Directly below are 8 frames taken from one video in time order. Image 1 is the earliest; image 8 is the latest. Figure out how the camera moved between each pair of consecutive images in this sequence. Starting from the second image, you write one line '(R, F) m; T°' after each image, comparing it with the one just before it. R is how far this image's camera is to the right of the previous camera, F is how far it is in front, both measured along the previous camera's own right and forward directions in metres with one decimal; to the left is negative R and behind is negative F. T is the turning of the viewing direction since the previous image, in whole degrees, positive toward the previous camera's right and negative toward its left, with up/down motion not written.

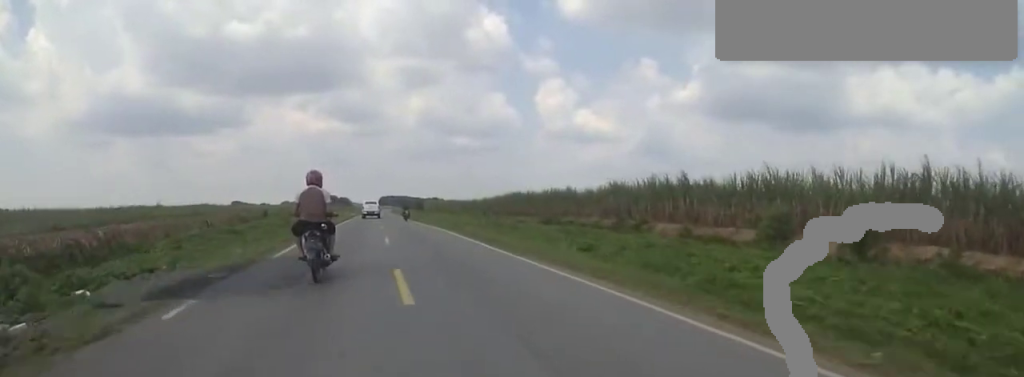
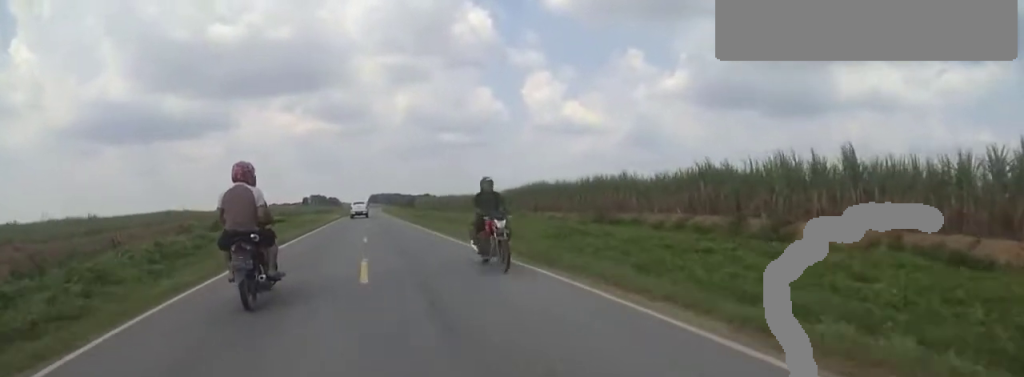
(+0.9, +15.4) m; +3°
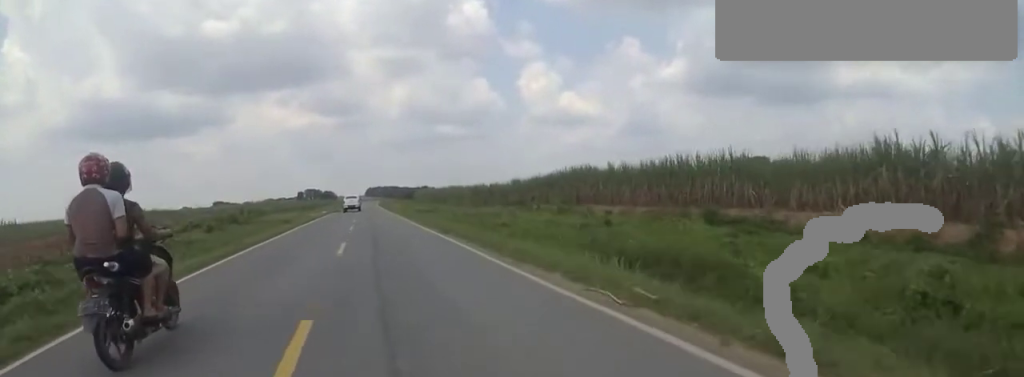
(0.0, +14.1) m; 0°
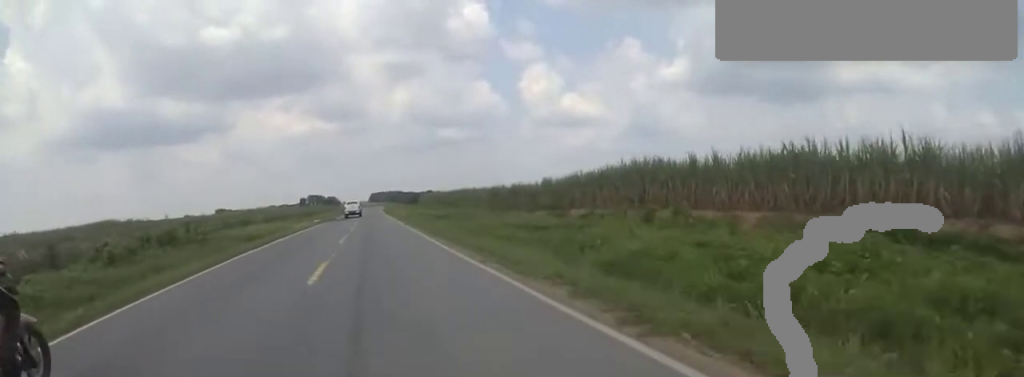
(0.0, +11.7) m; -1°
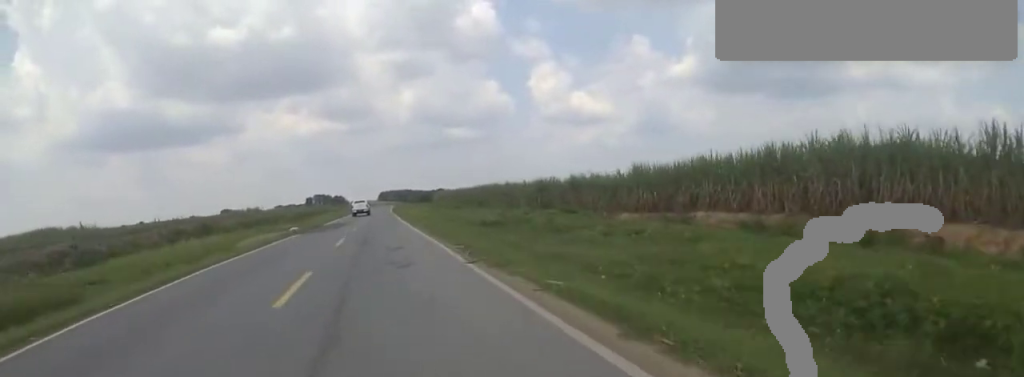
(-0.4, +18.7) m; -2°
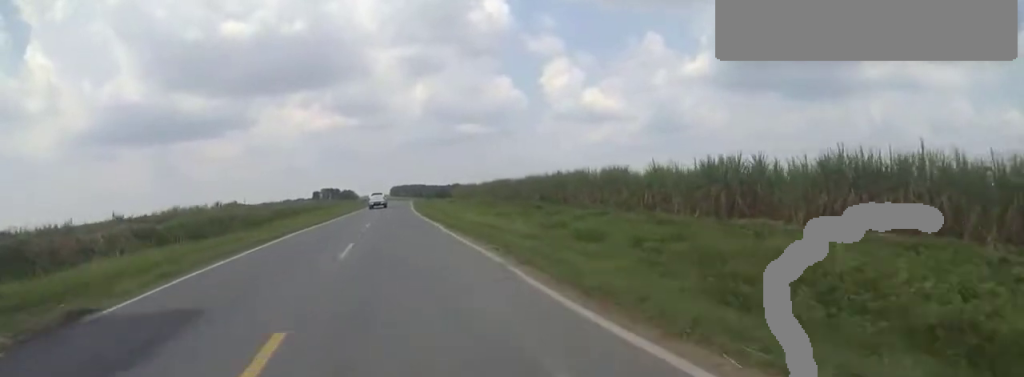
(-0.7, +30.1) m; -2°
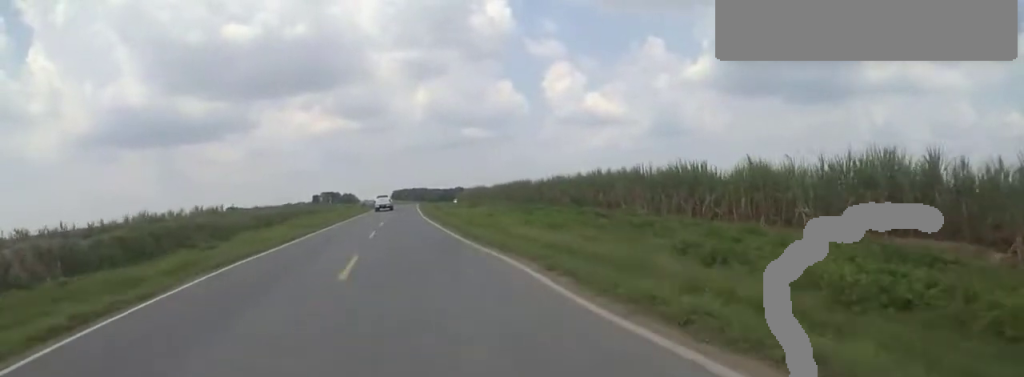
(-0.2, +10.6) m; 0°
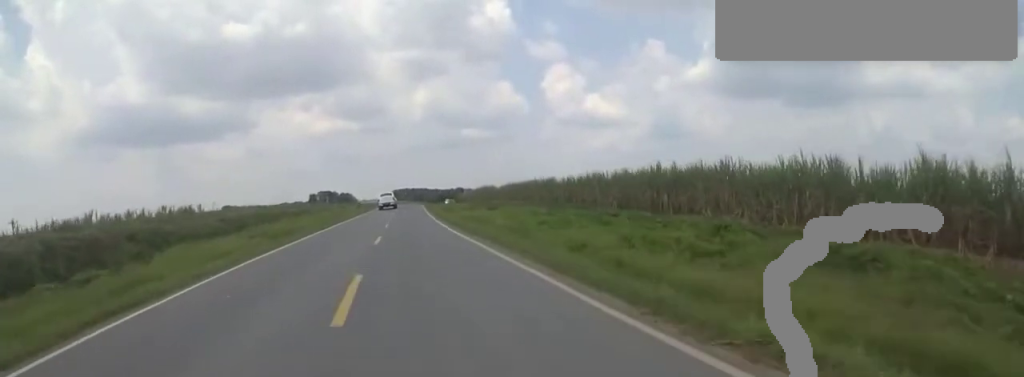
(0.0, +11.2) m; +1°
